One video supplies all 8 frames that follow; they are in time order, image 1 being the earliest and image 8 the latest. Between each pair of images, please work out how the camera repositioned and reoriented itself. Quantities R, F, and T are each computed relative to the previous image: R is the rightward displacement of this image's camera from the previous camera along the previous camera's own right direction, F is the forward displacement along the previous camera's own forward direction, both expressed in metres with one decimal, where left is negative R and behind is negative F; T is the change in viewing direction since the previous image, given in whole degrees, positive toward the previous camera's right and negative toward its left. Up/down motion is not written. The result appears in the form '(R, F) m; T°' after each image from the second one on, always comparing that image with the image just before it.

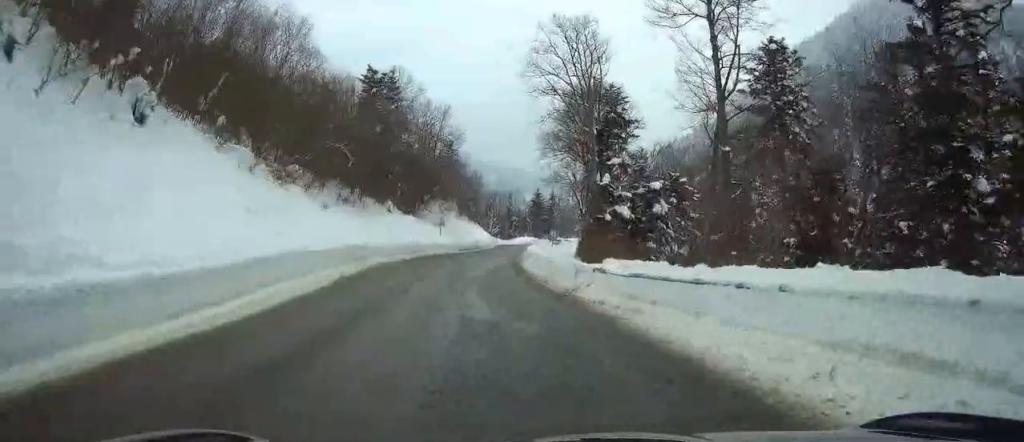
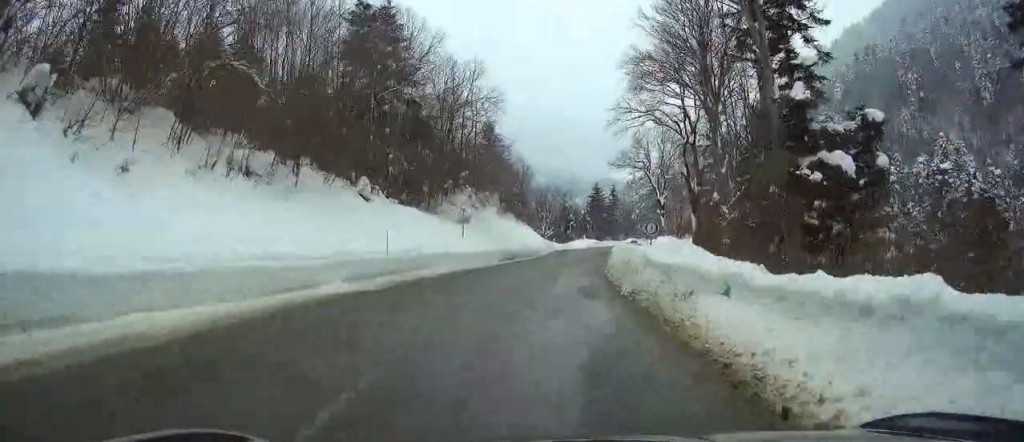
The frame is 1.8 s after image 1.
(-0.1, +26.2) m; 0°
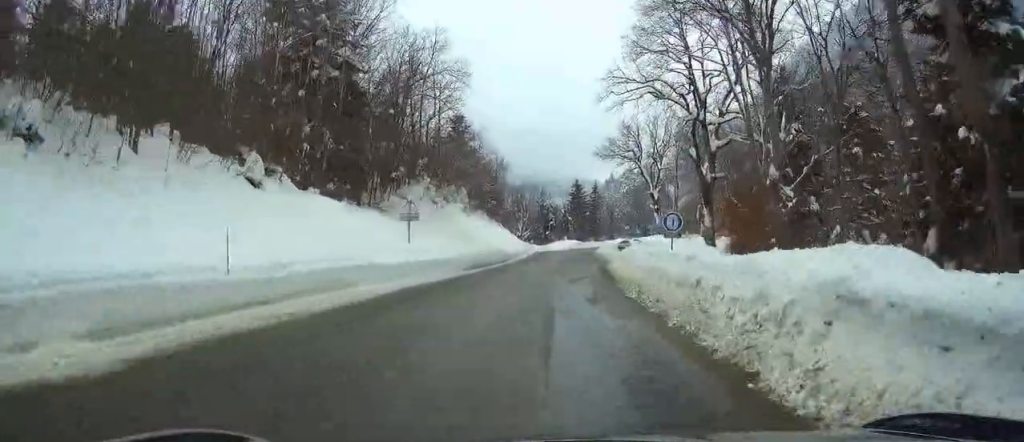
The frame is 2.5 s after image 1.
(0.0, +11.4) m; 0°
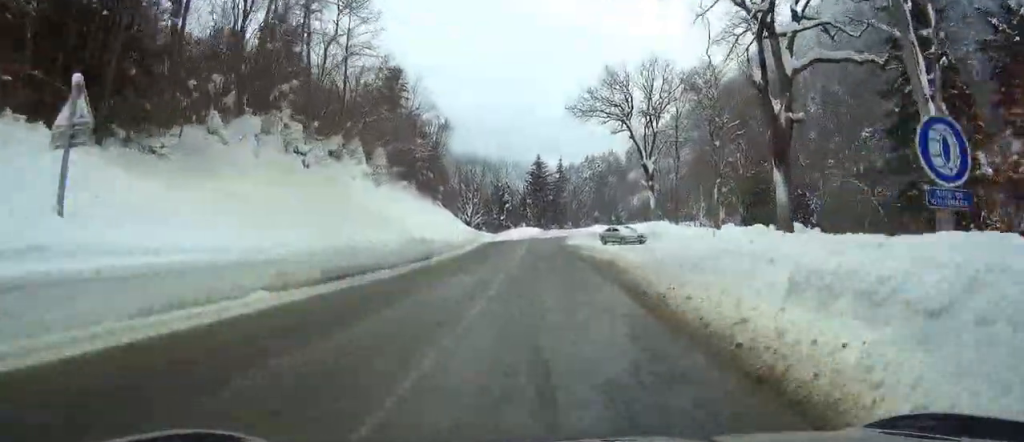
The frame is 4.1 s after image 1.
(0.0, +22.0) m; +1°
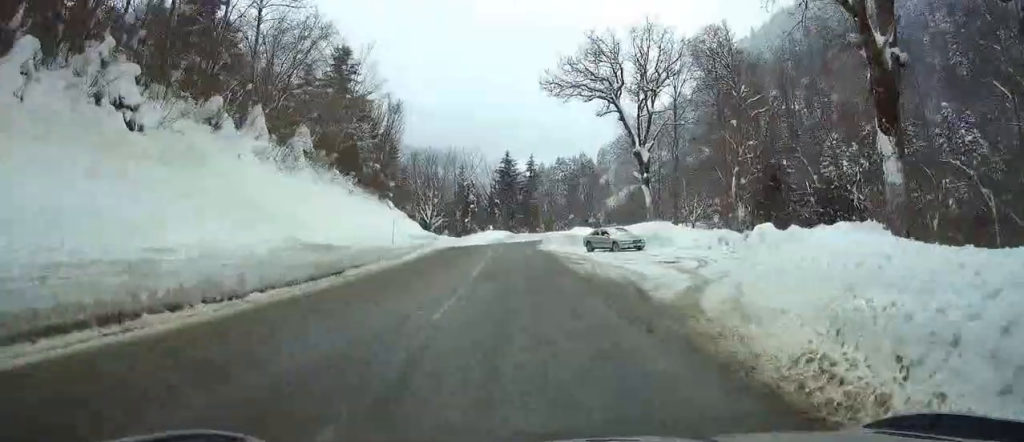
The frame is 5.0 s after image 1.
(+0.1, +11.7) m; +3°
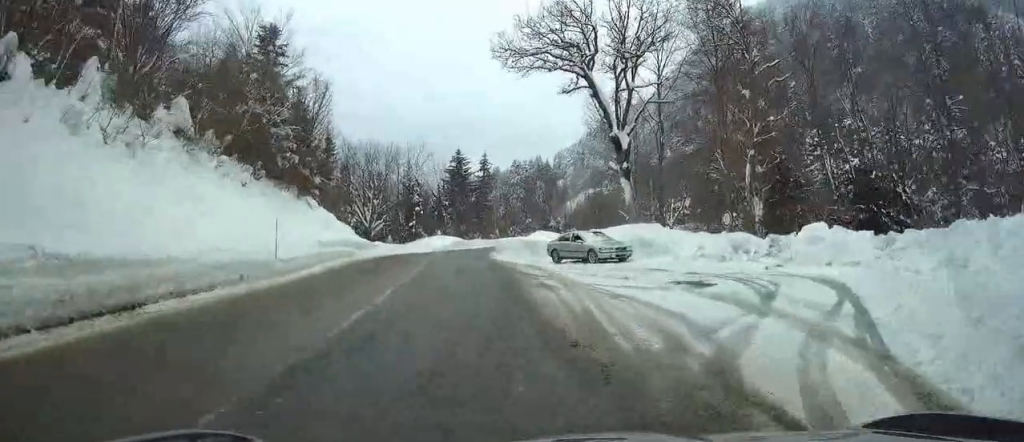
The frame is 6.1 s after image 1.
(+0.5, +11.0) m; +5°
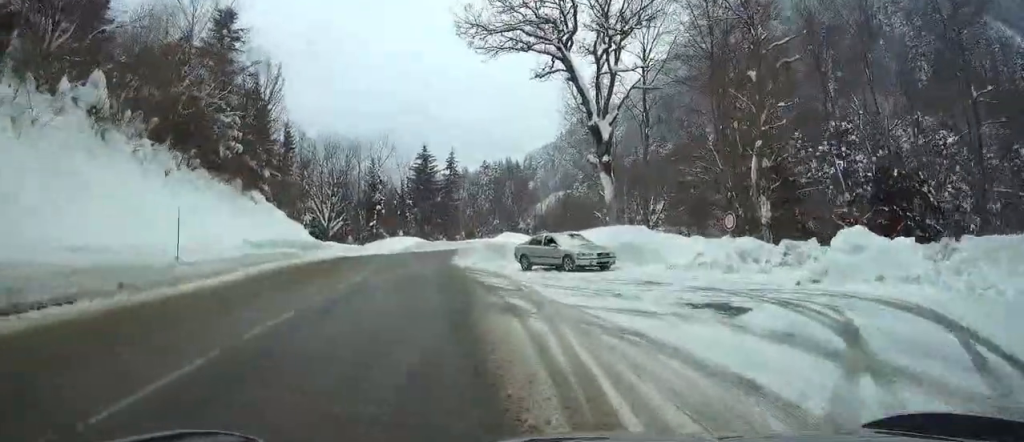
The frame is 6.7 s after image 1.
(+0.1, +5.3) m; +4°
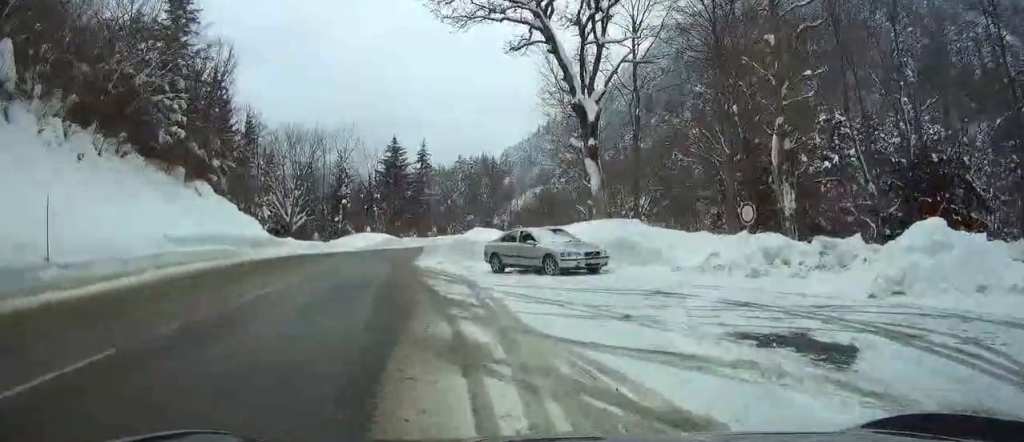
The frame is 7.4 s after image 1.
(+0.3, +4.8) m; +3°
